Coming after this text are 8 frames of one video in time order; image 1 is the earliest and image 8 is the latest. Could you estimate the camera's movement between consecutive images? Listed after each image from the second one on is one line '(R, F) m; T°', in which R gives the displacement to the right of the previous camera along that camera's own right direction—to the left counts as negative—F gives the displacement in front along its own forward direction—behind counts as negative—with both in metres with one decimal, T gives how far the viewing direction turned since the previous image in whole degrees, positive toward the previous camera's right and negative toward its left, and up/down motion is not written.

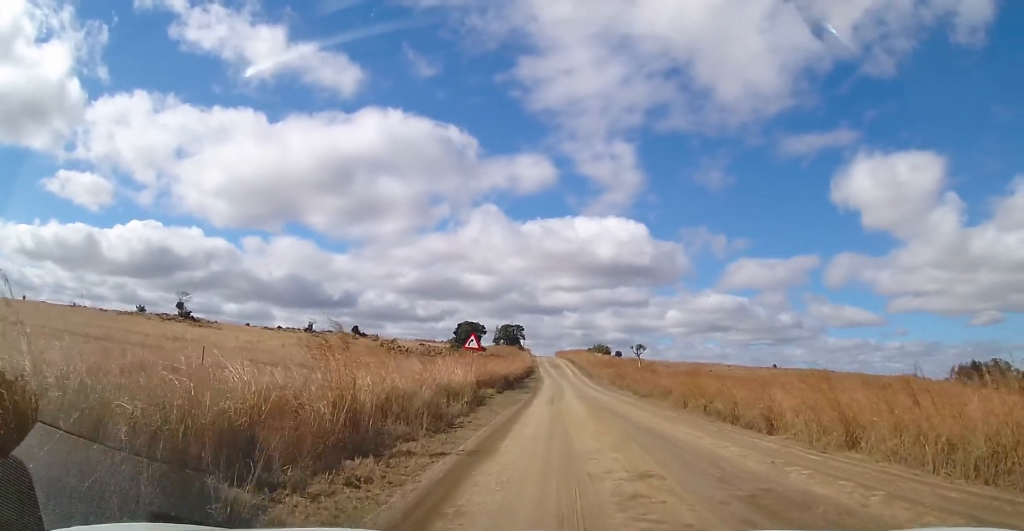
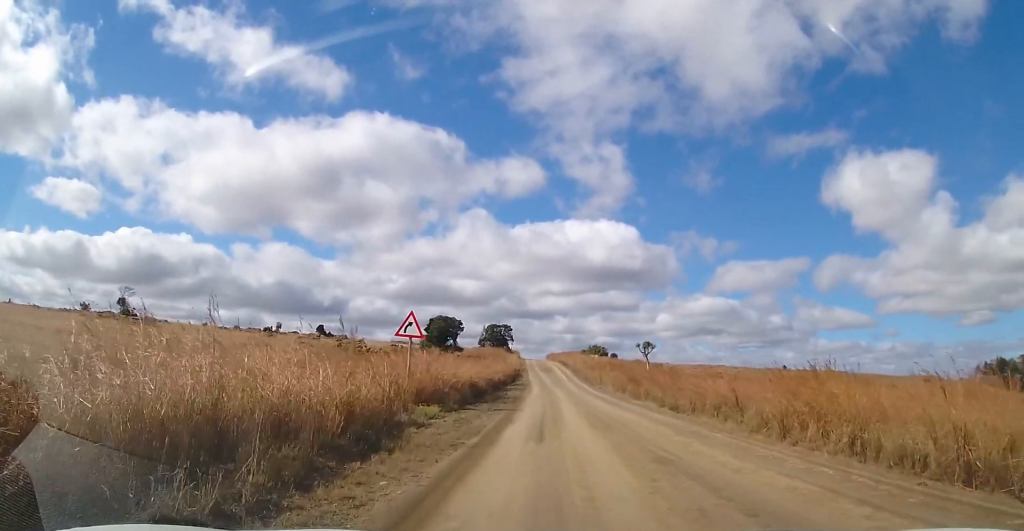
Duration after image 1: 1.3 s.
(+0.2, +12.7) m; +1°
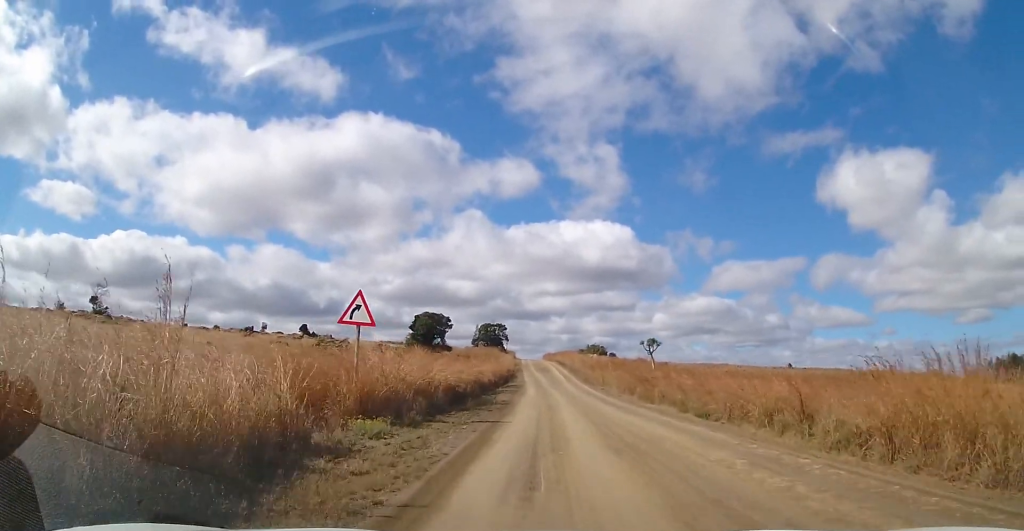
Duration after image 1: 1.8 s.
(0.0, +5.6) m; 0°
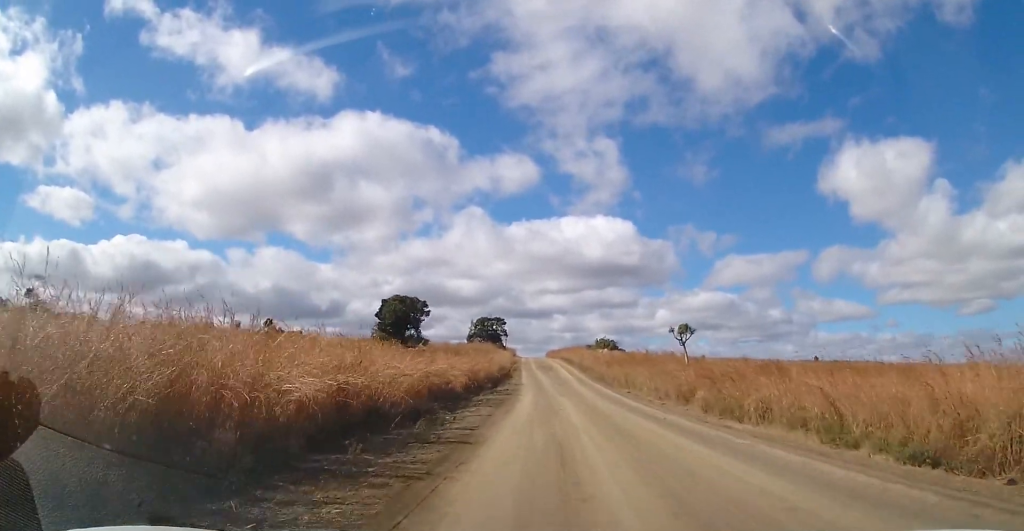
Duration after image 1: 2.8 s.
(0.0, +13.9) m; -1°
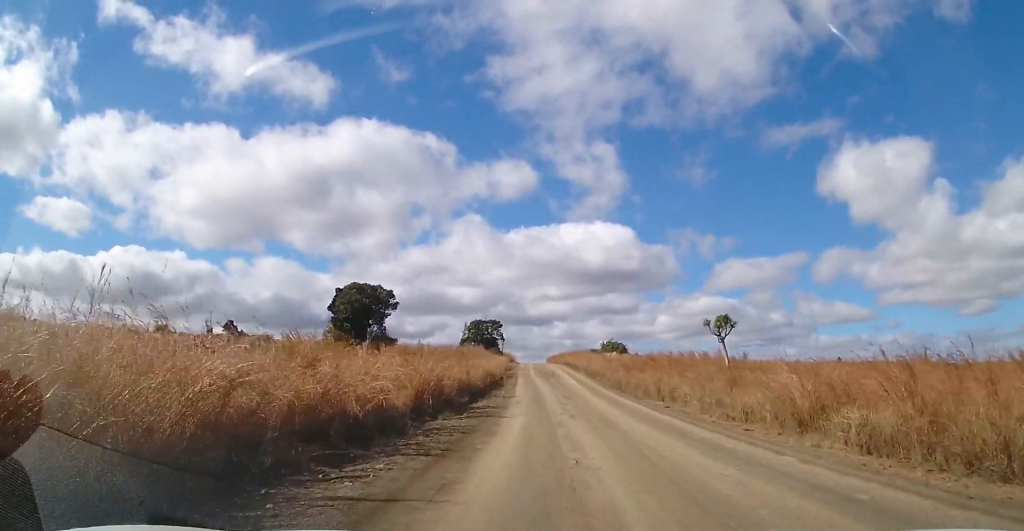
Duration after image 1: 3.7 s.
(-0.1, +12.0) m; -1°
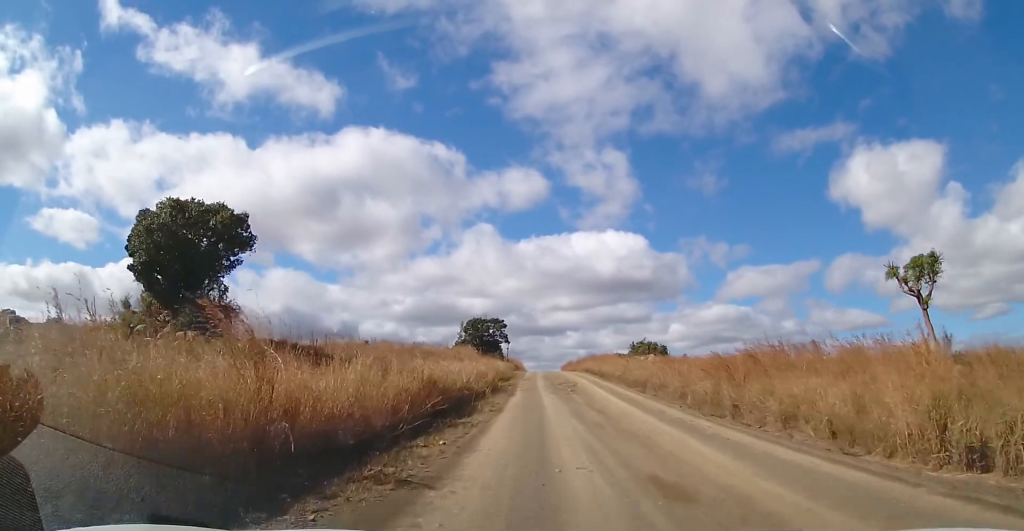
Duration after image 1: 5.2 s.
(+0.1, +23.0) m; 0°
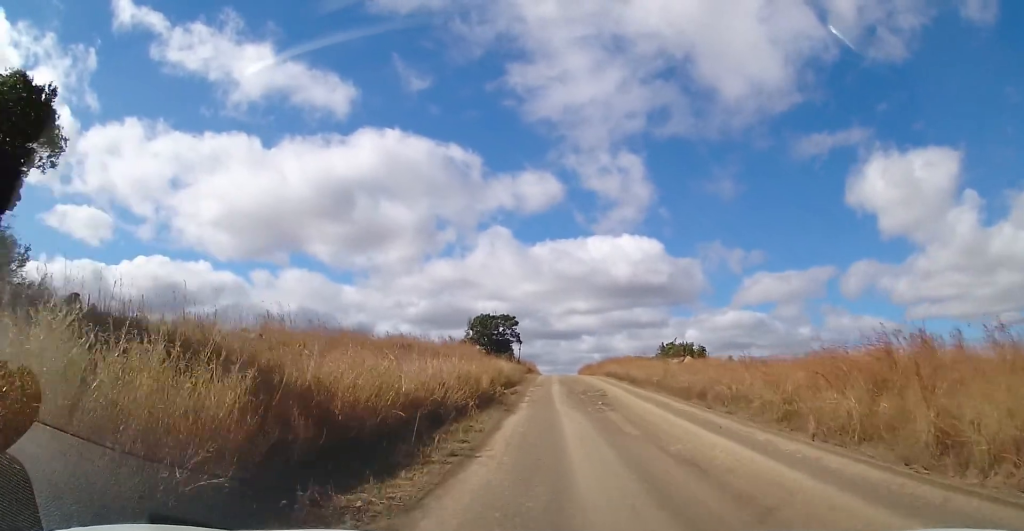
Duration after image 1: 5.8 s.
(-0.2, +10.8) m; -2°
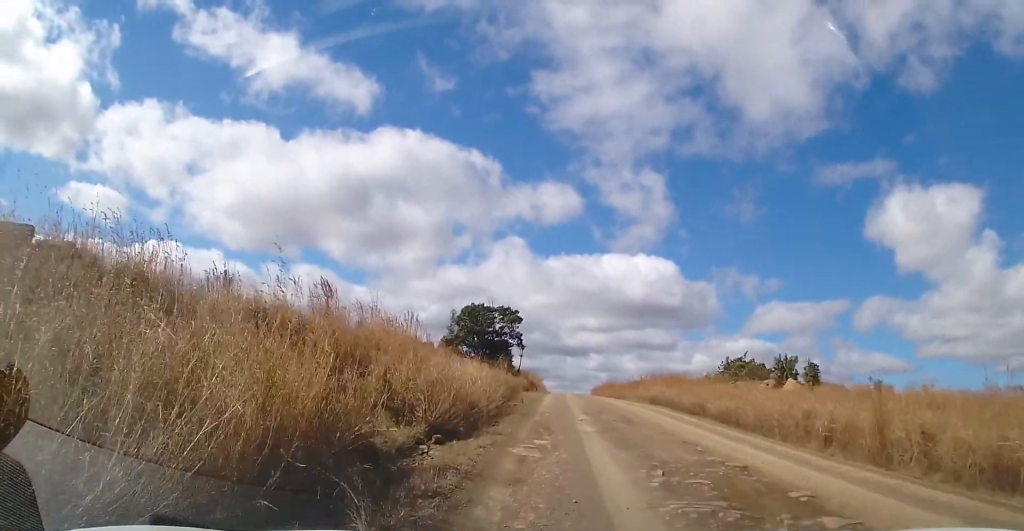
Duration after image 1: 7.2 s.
(-1.0, +23.4) m; -2°
